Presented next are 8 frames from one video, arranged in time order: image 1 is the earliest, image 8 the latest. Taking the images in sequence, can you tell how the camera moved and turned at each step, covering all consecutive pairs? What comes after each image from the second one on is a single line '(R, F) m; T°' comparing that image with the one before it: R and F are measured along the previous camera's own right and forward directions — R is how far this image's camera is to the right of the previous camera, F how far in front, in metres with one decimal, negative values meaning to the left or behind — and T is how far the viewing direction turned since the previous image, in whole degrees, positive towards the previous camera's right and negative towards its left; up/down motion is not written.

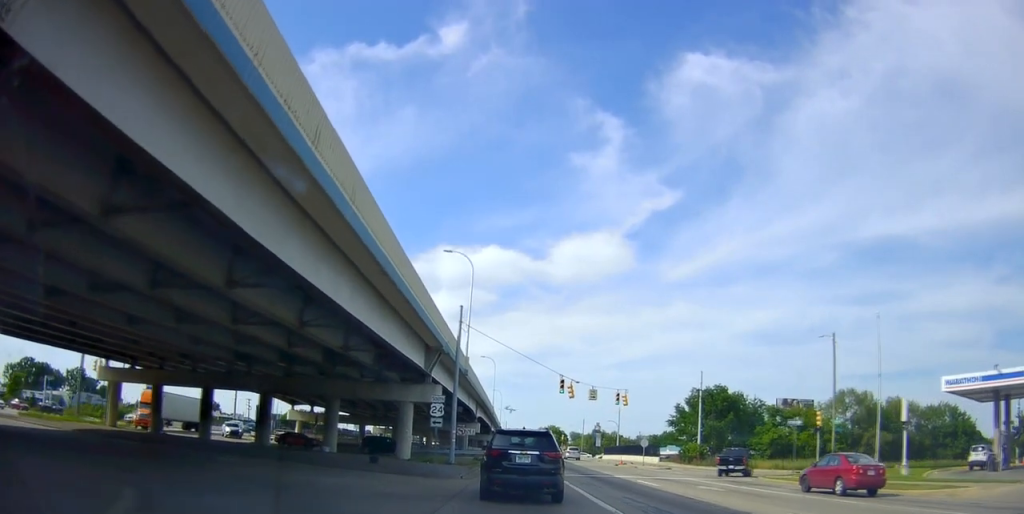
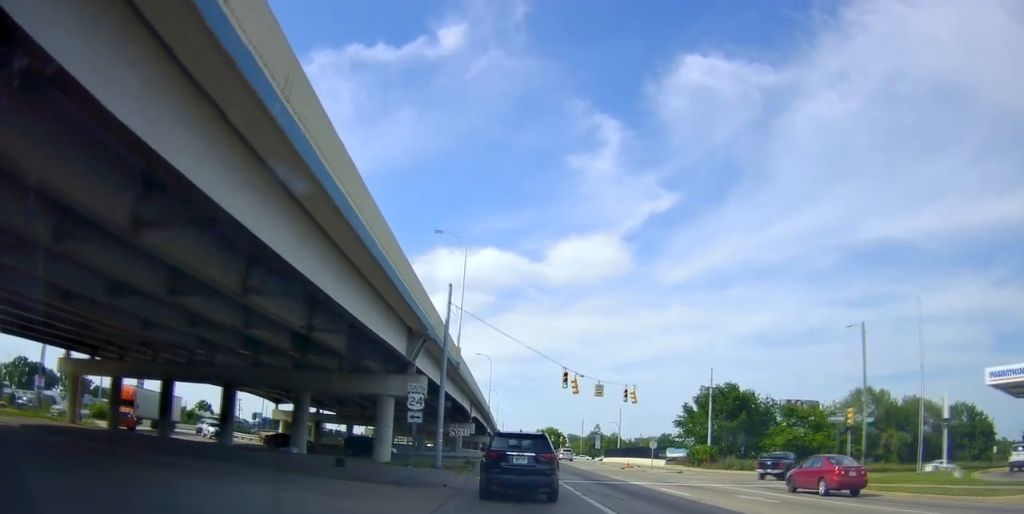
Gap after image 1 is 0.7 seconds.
(0.0, +4.6) m; 0°
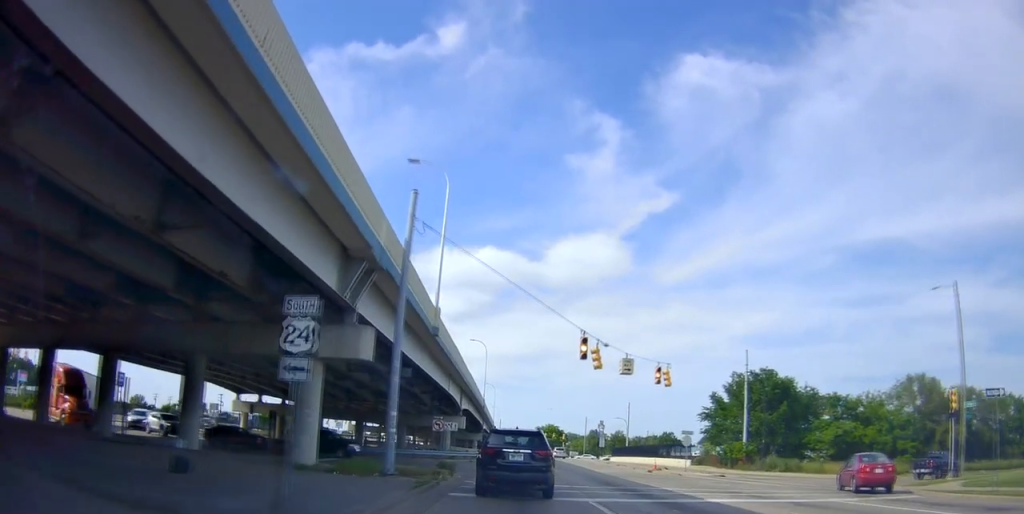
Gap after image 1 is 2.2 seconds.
(0.0, +10.8) m; 0°
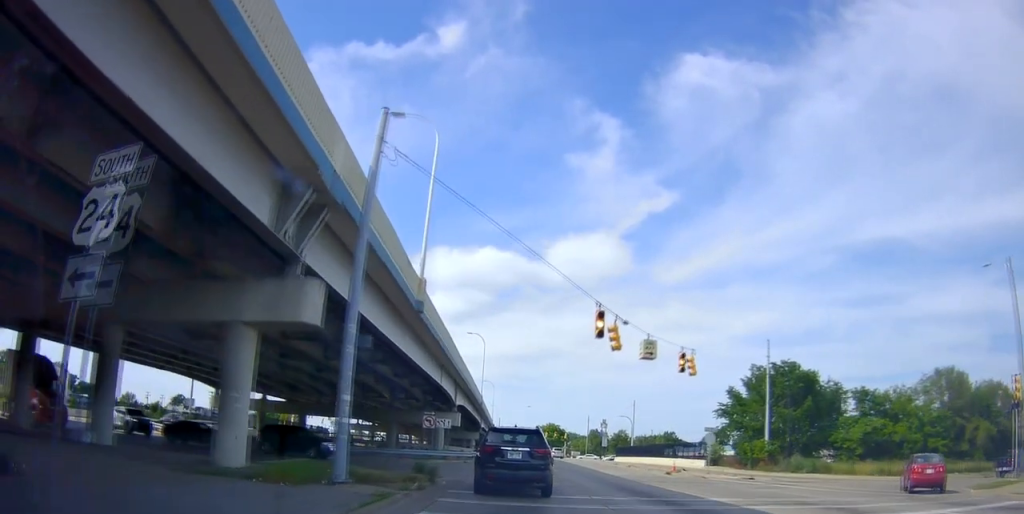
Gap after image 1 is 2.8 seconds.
(0.0, +4.9) m; 0°
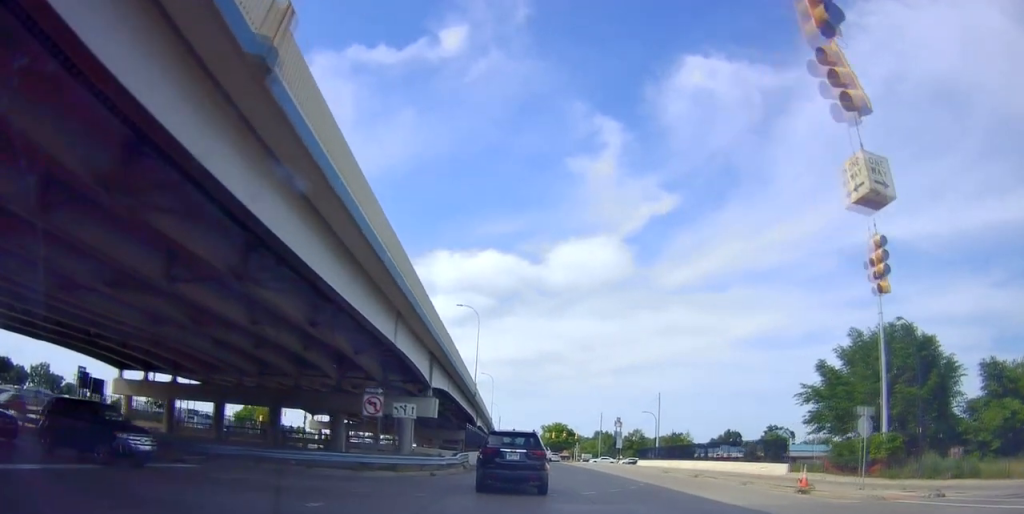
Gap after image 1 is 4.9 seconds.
(0.0, +17.9) m; -1°
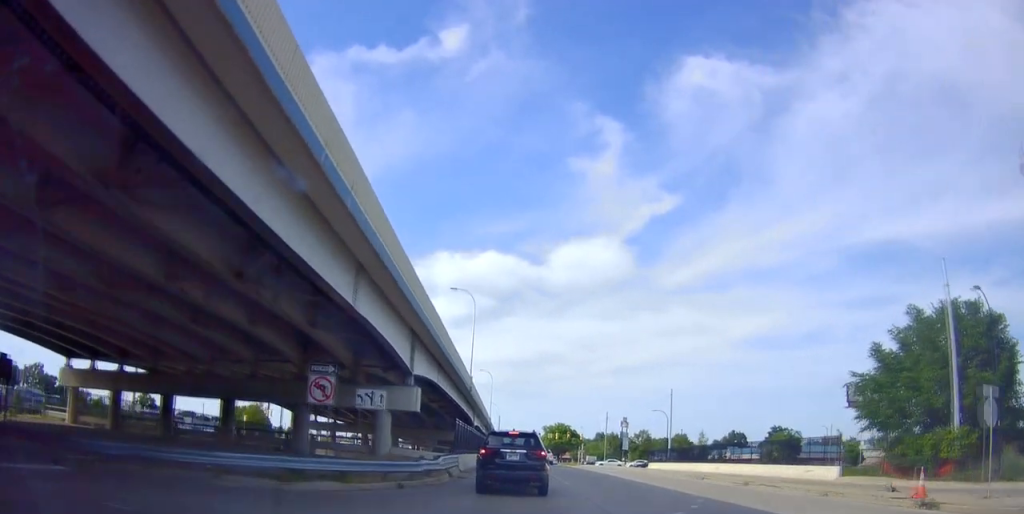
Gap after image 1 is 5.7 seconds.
(+0.1, +6.9) m; -3°
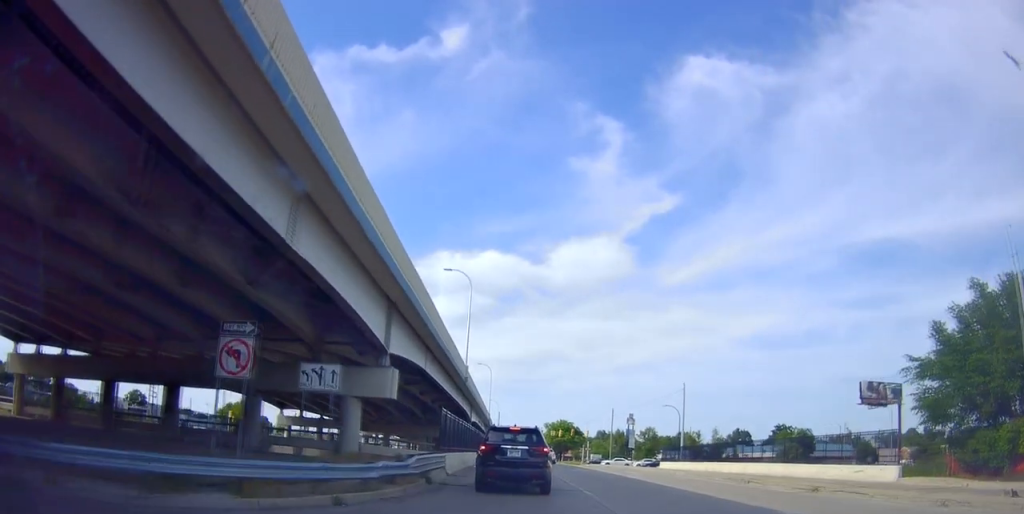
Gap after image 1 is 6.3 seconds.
(-0.3, +6.1) m; -1°
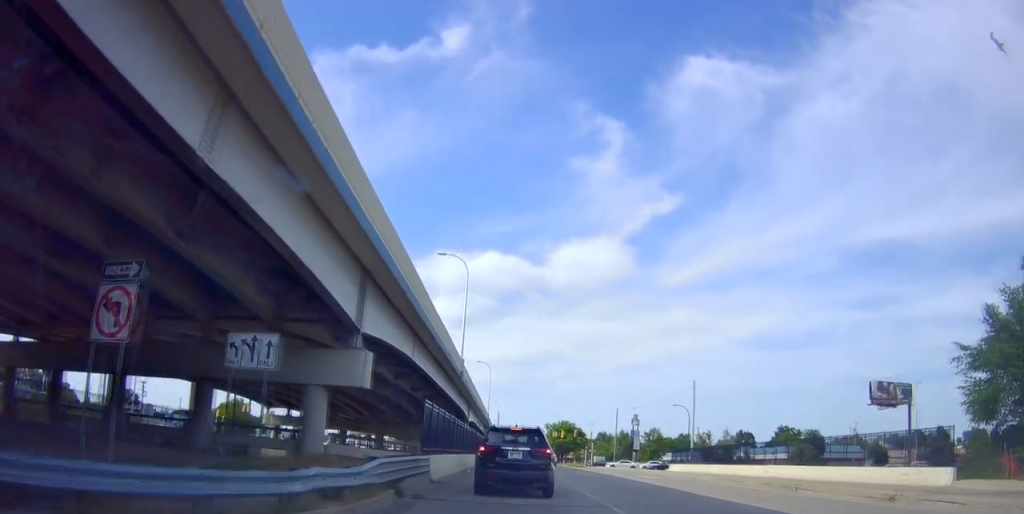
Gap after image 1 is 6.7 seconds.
(-0.3, +4.4) m; 0°
